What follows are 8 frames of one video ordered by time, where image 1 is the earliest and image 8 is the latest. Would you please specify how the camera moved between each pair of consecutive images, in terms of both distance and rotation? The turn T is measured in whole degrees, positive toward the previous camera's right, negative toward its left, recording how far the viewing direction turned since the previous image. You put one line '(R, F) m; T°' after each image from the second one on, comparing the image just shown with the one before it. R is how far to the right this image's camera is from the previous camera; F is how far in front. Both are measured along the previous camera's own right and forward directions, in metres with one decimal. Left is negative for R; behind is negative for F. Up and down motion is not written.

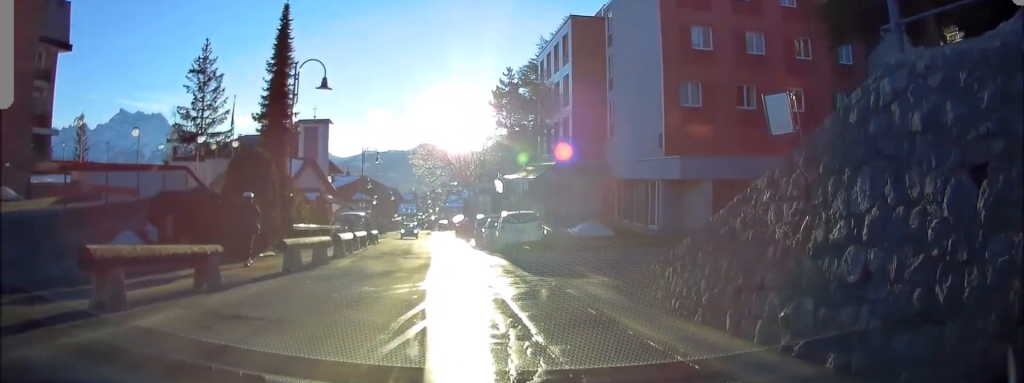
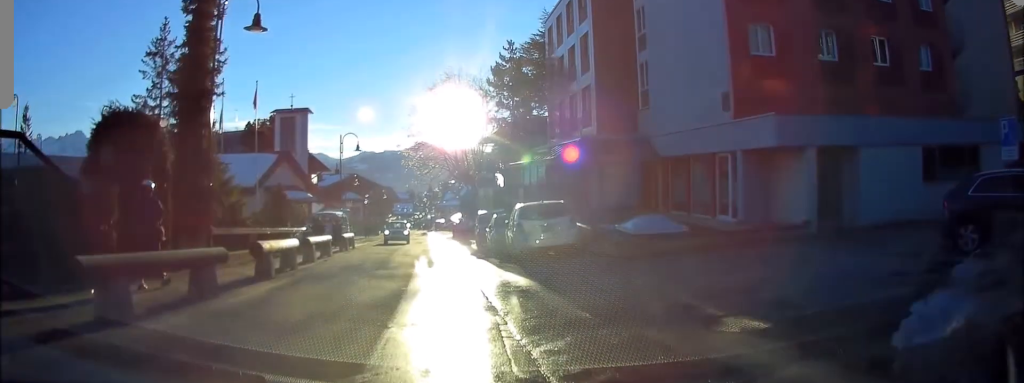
(+0.3, +7.7) m; +5°
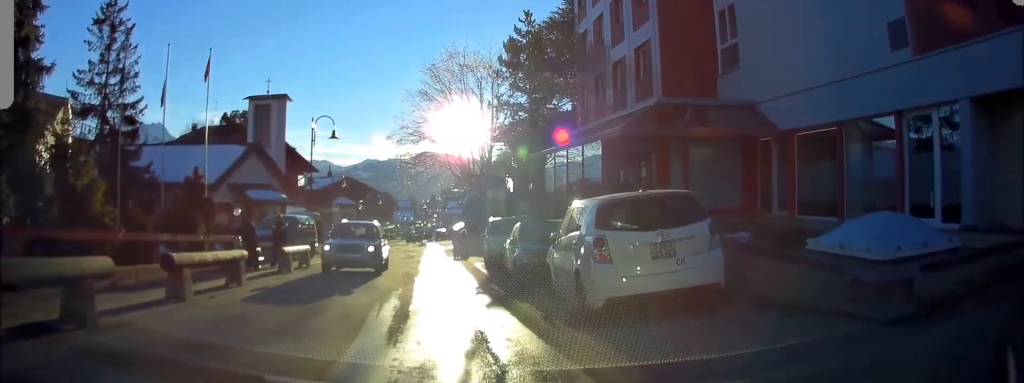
(+0.1, +9.0) m; -2°
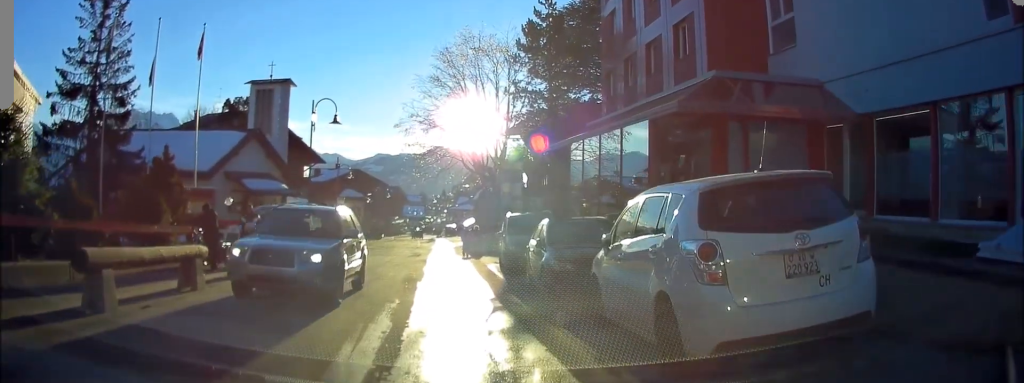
(-0.1, +3.0) m; -2°
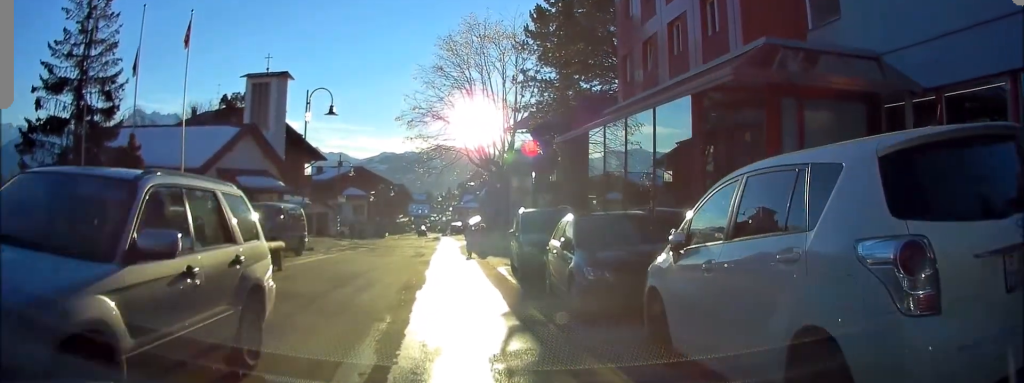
(0.0, +2.4) m; -1°
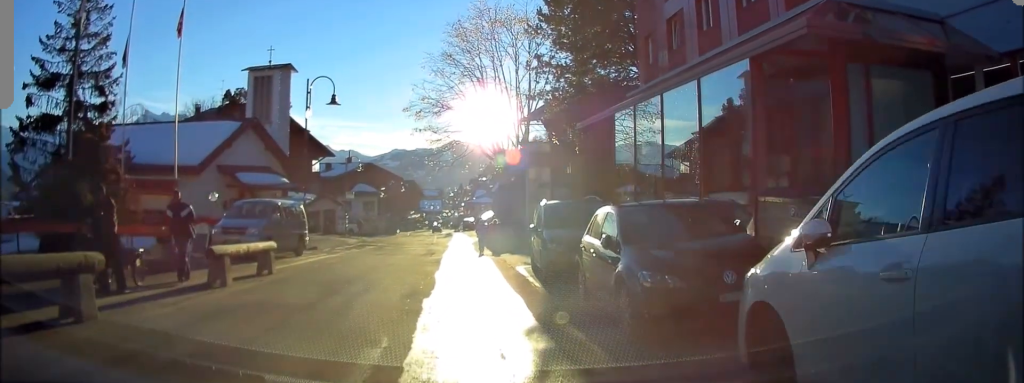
(0.0, +1.9) m; -1°
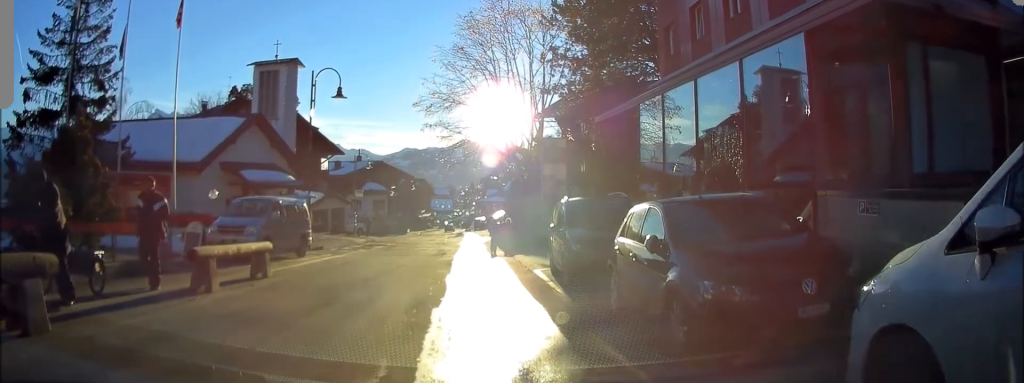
(0.0, +1.2) m; -1°
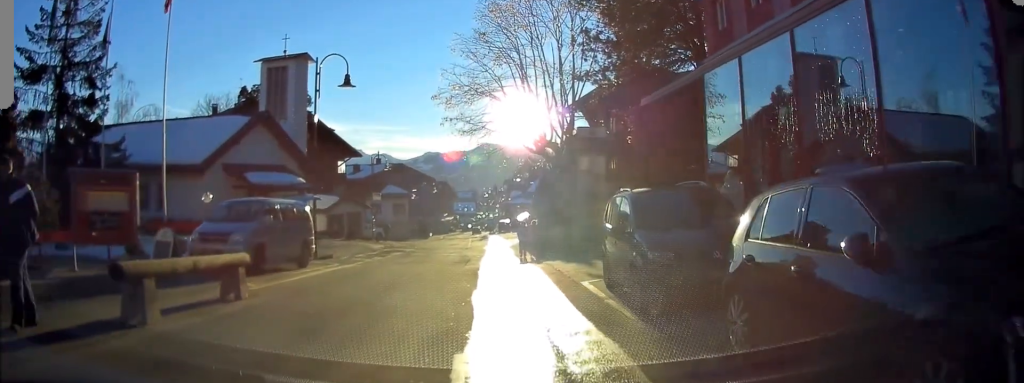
(0.0, +2.7) m; -3°
